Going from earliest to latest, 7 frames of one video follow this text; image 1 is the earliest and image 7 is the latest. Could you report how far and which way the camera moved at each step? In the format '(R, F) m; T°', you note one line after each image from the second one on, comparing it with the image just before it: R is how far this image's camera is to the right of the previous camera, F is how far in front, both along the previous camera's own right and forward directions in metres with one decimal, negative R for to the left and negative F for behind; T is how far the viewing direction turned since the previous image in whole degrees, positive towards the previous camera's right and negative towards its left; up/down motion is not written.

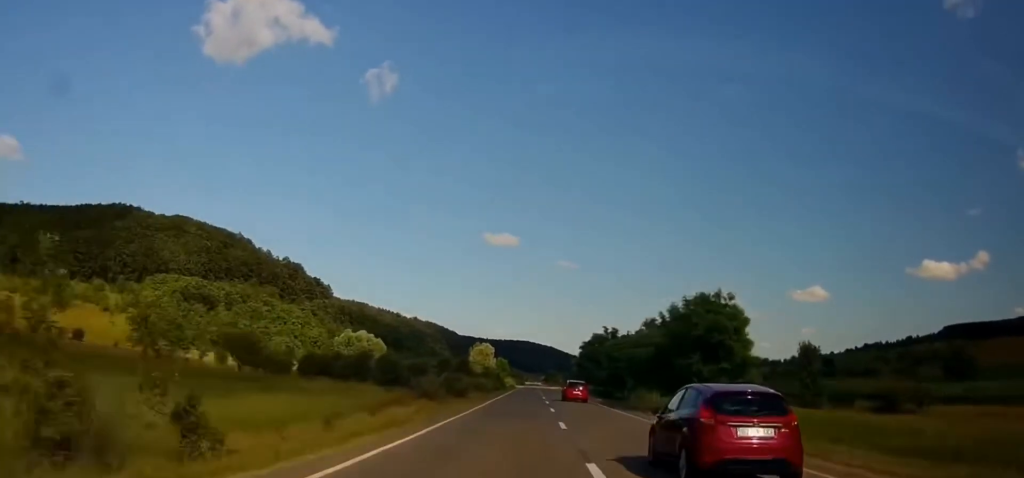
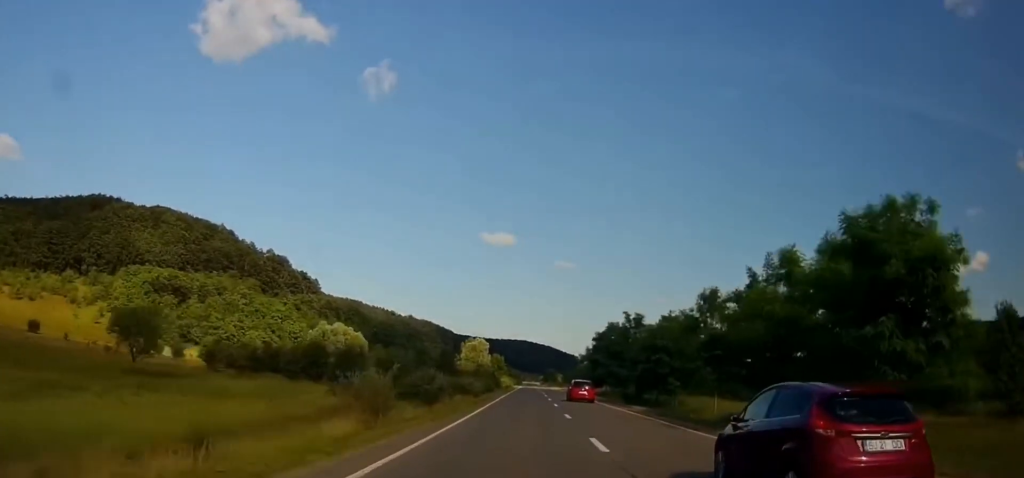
(0.0, +18.7) m; 0°
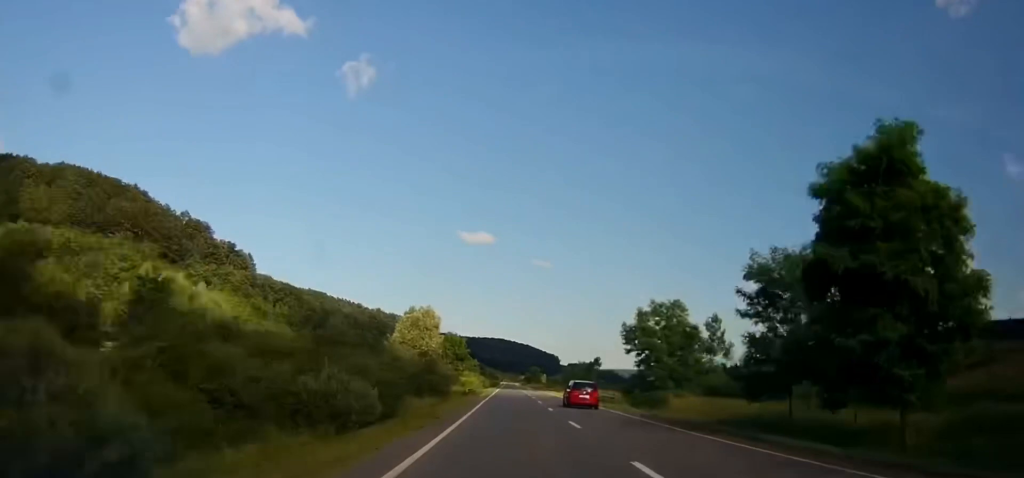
(+1.0, +65.1) m; +2°
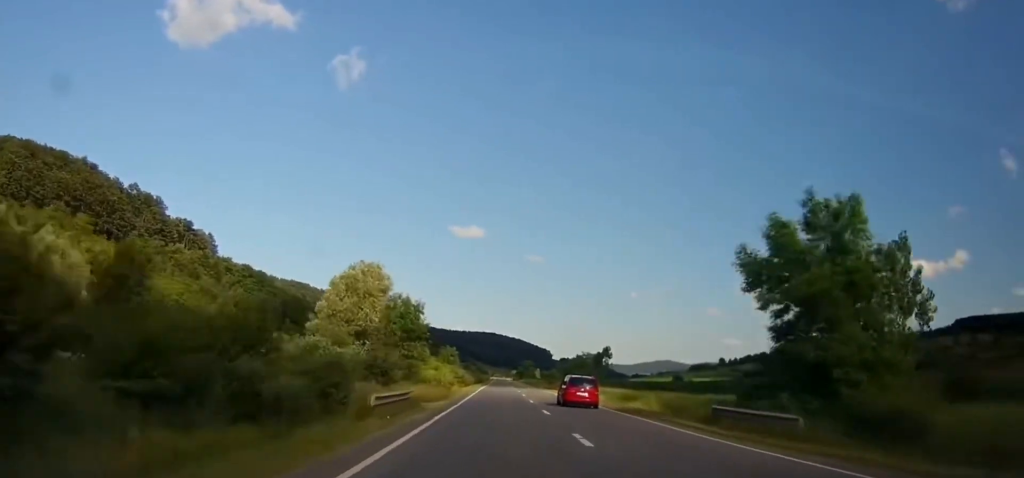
(+0.2, +30.5) m; +1°
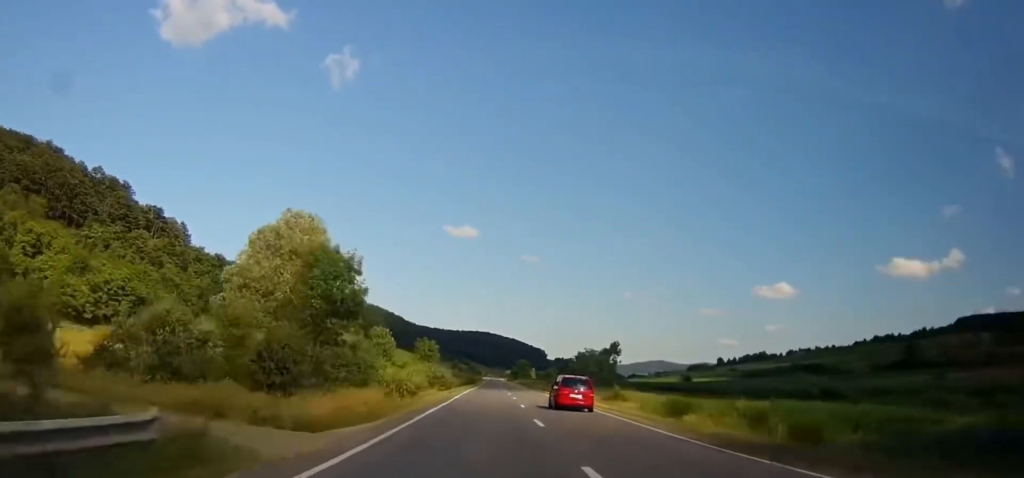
(+0.1, +18.0) m; 0°
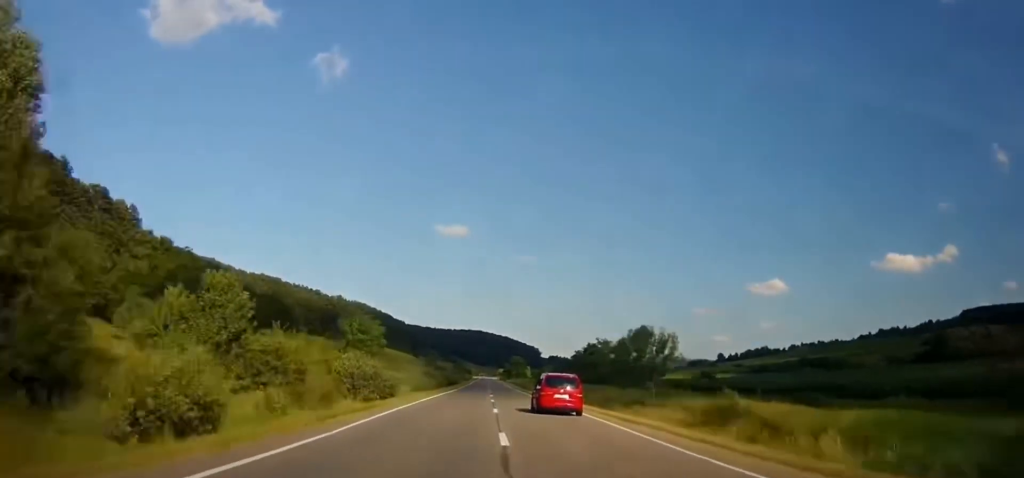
(+0.1, +29.8) m; 0°
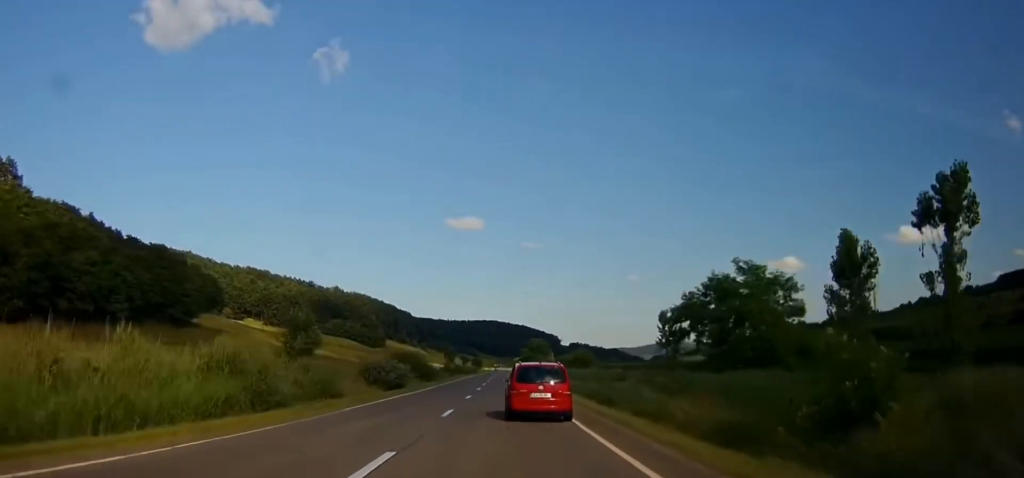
(-0.4, +65.1) m; -1°
